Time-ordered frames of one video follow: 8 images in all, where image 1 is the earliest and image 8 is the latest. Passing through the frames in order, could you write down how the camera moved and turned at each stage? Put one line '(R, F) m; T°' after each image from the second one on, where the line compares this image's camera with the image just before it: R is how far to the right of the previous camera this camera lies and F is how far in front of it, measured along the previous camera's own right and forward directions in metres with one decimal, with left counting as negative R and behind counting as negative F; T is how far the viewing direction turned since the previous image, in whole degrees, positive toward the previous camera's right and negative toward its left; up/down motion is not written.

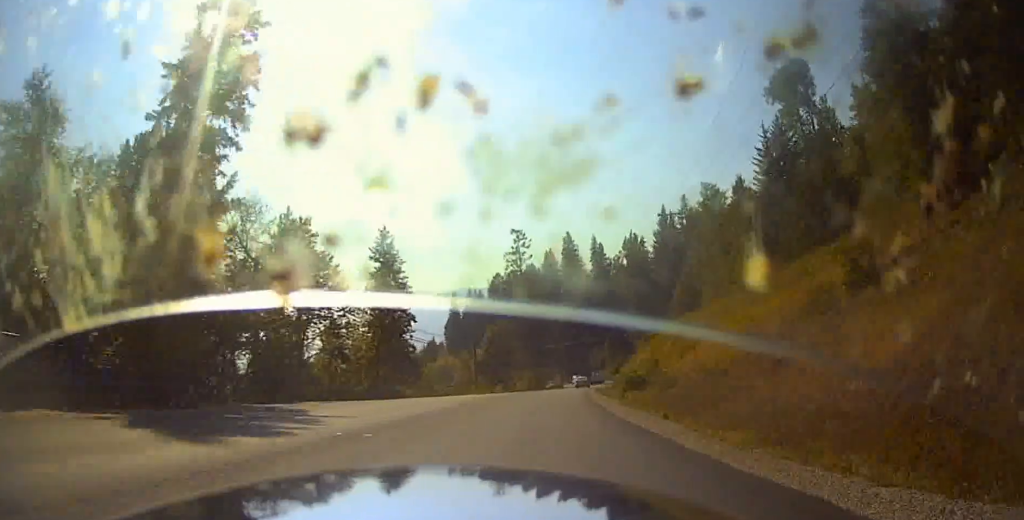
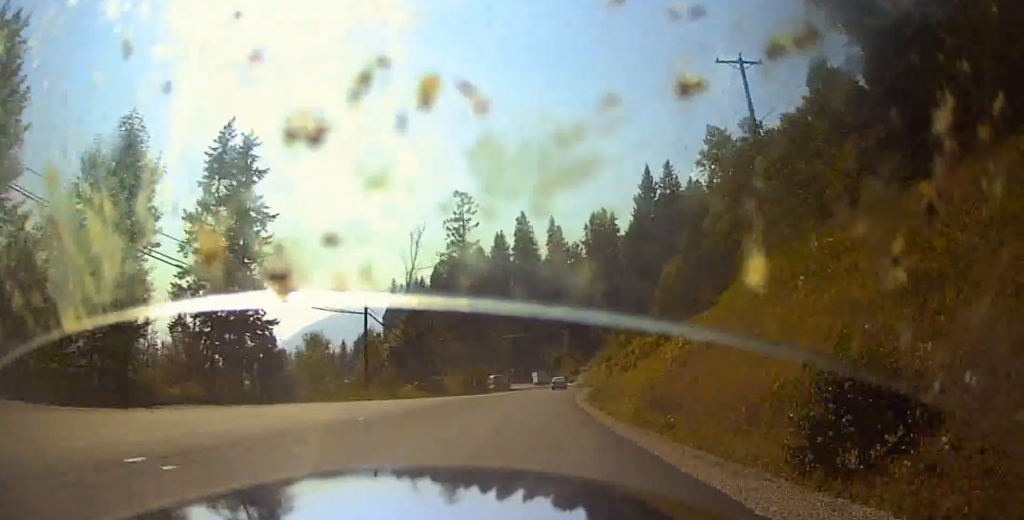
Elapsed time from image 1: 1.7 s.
(-3.8, +44.0) m; -5°
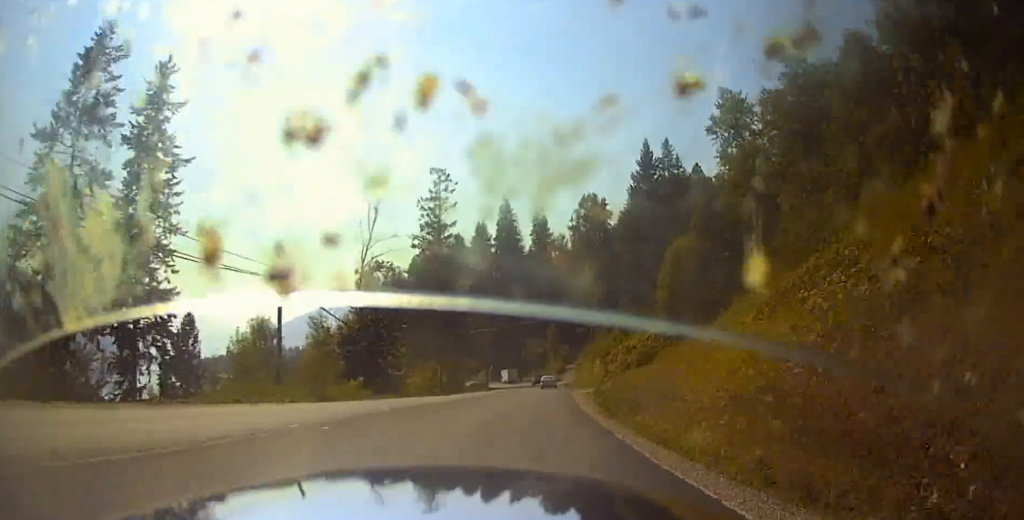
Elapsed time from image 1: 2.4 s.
(0.0, +17.5) m; +2°
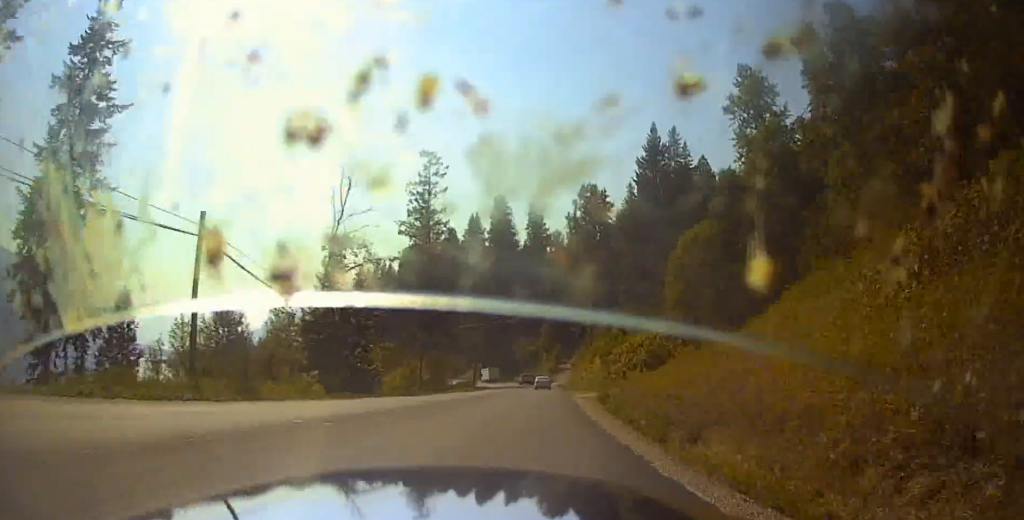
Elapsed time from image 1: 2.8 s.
(+0.3, +9.5) m; +2°
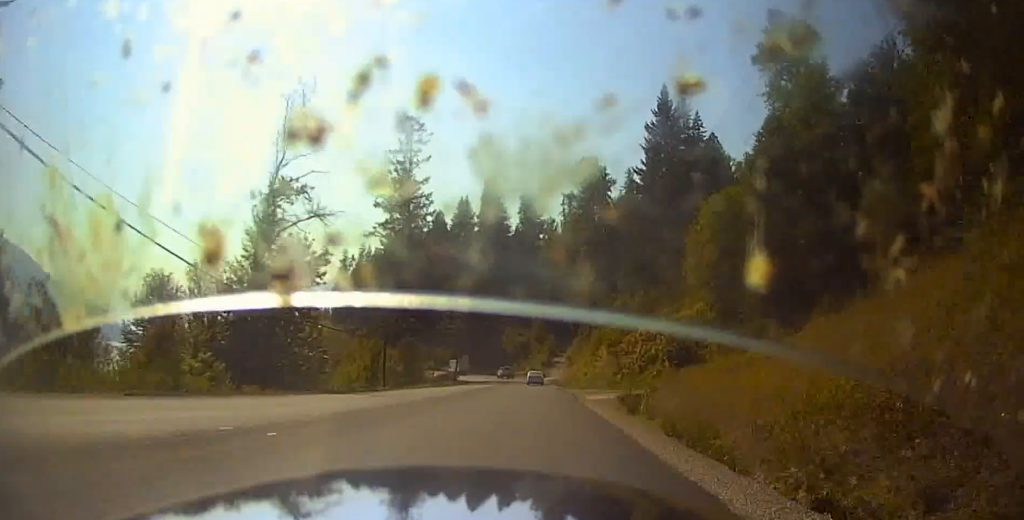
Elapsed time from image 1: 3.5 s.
(+0.3, +14.6) m; +2°
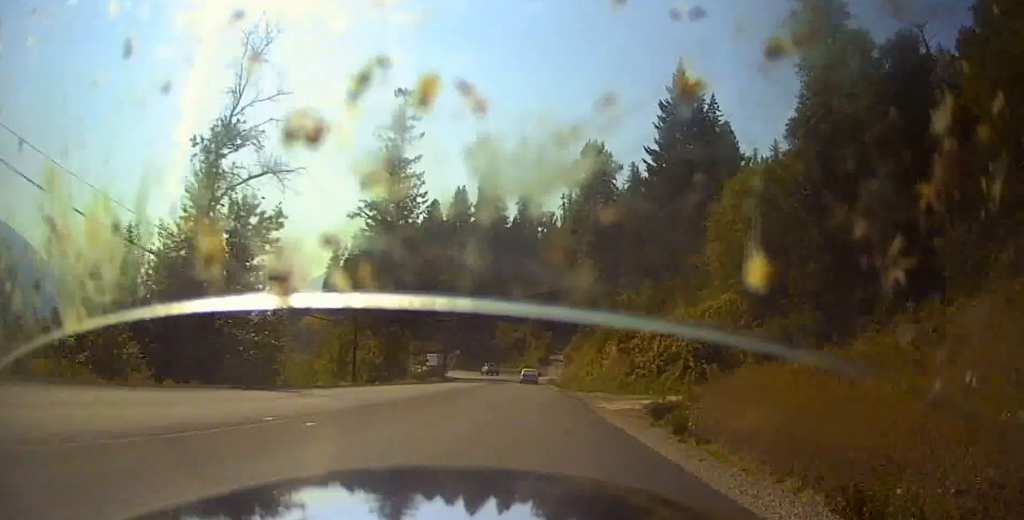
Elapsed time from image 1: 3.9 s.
(+0.2, +9.6) m; +1°
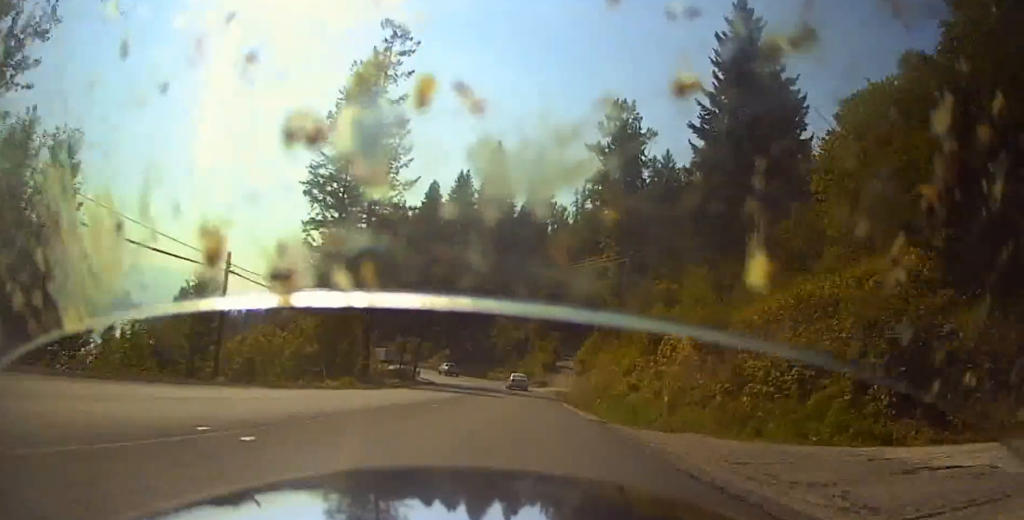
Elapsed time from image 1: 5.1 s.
(+0.2, +25.4) m; +2°
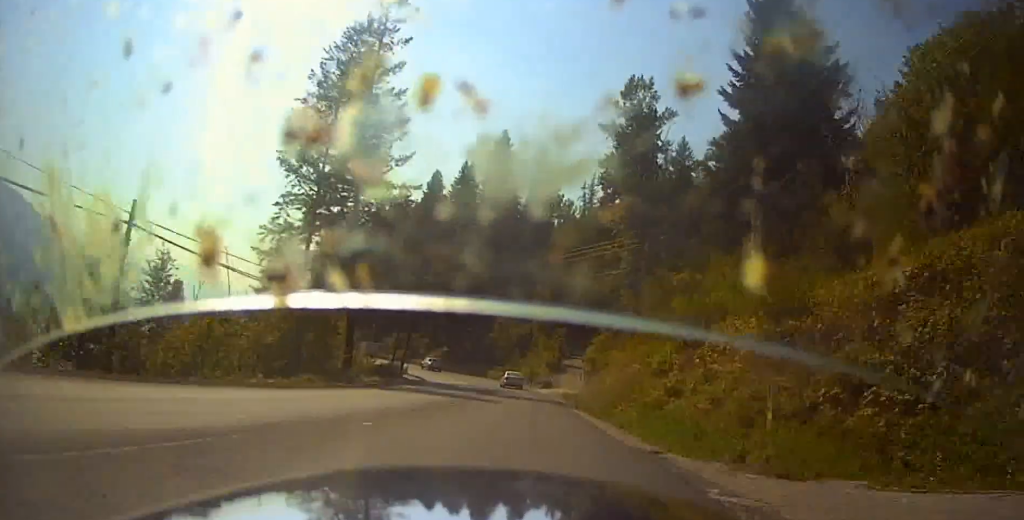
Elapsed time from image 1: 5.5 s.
(+0.1, +8.1) m; +3°
